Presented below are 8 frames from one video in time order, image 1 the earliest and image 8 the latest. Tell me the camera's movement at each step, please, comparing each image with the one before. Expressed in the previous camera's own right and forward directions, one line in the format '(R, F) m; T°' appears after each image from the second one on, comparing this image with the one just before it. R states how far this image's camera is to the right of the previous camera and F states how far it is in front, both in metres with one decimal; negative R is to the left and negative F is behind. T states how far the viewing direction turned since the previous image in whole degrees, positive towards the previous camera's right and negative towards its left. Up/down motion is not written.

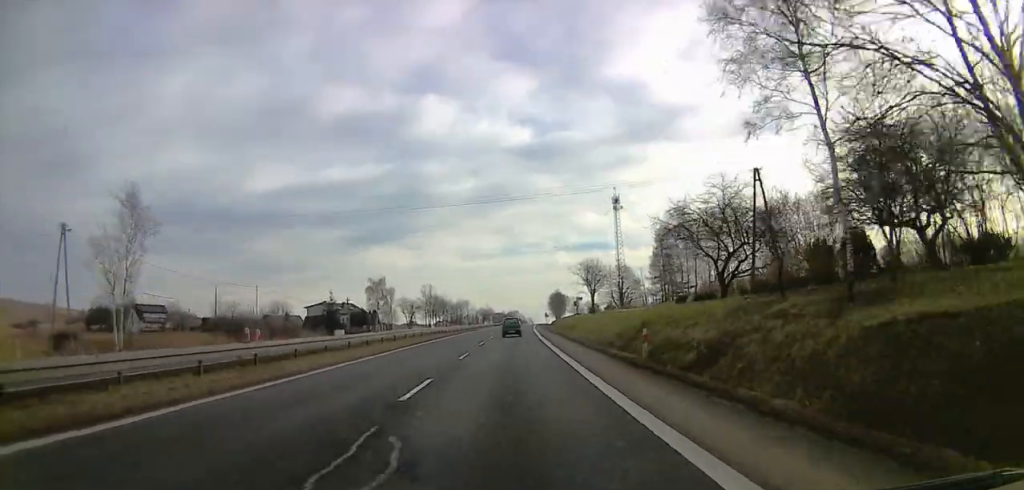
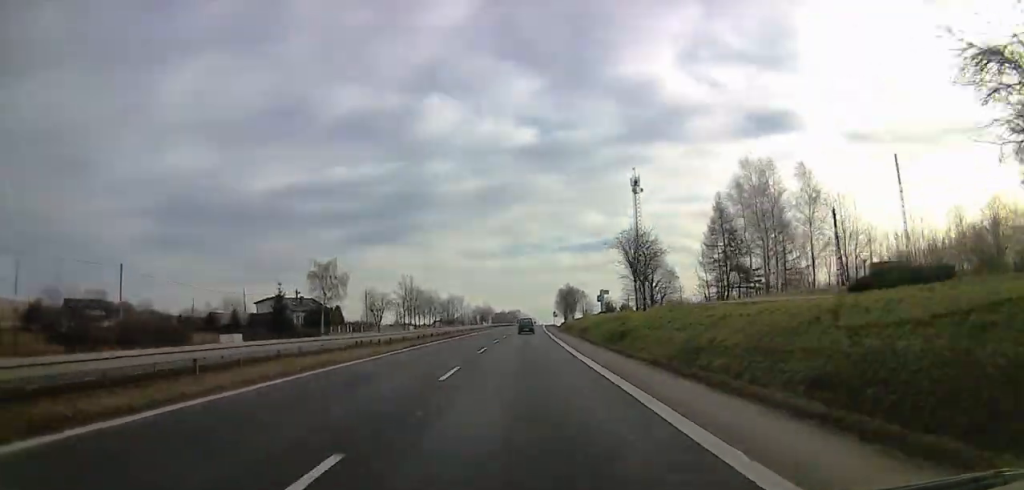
(-0.4, +29.9) m; 0°
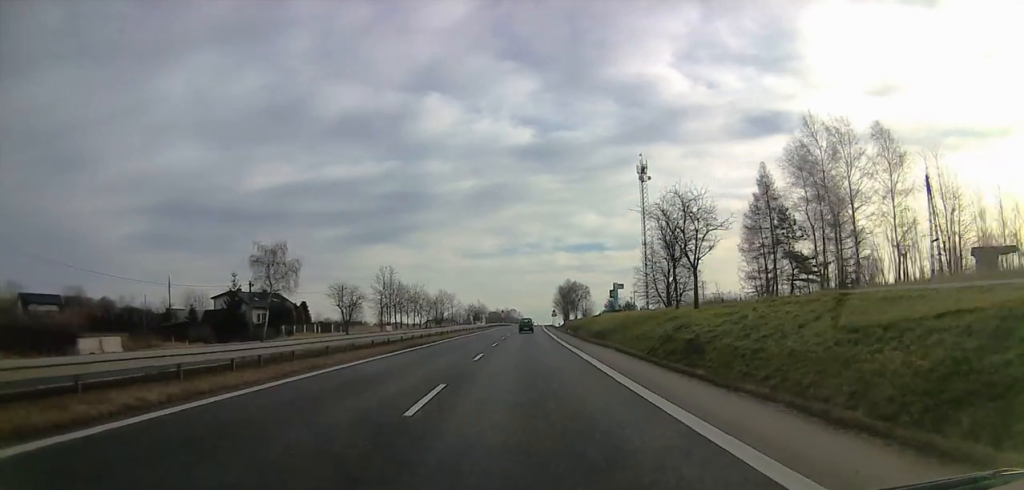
(+0.2, +14.5) m; +2°
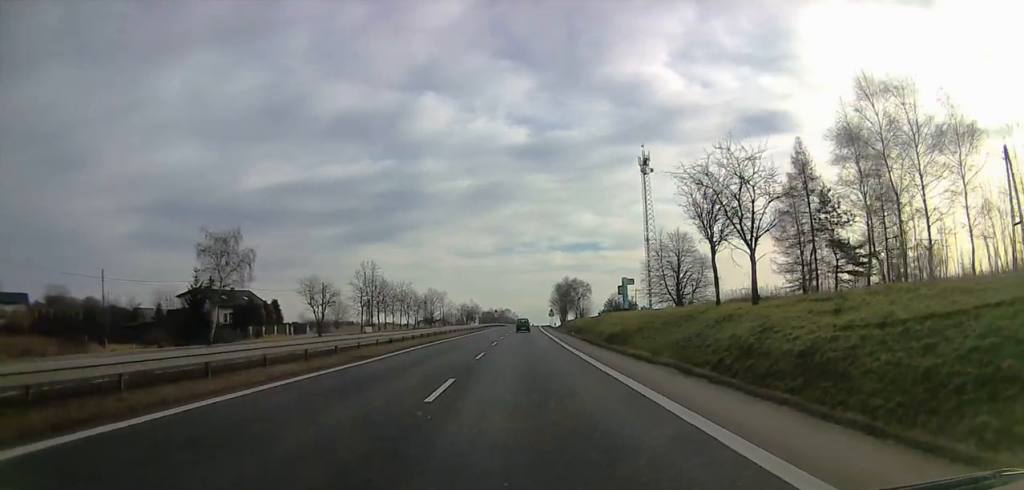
(+0.2, +8.7) m; +1°
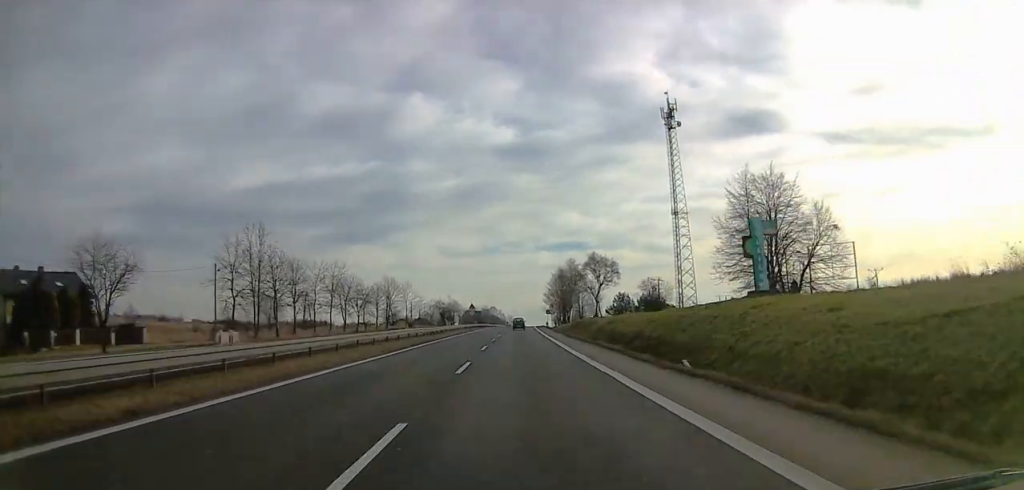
(+0.3, +37.9) m; 0°
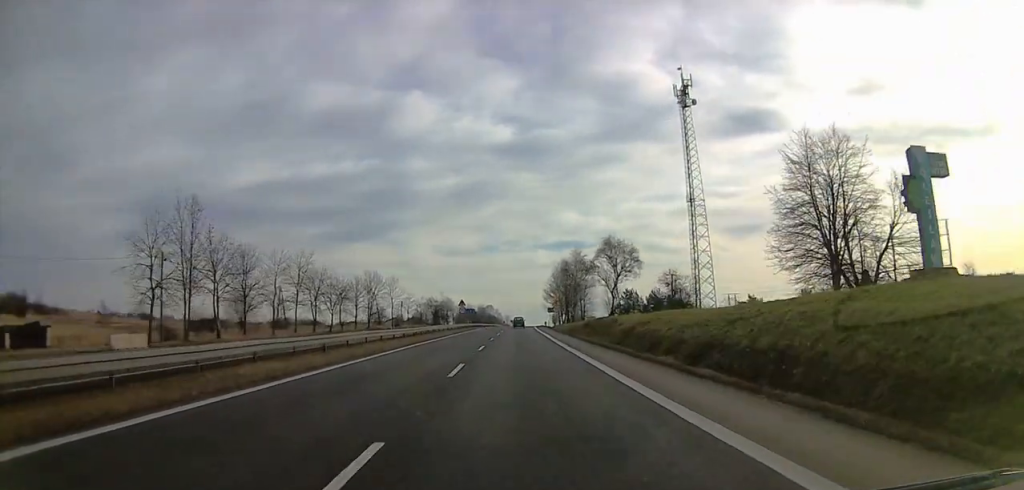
(0.0, +13.5) m; 0°
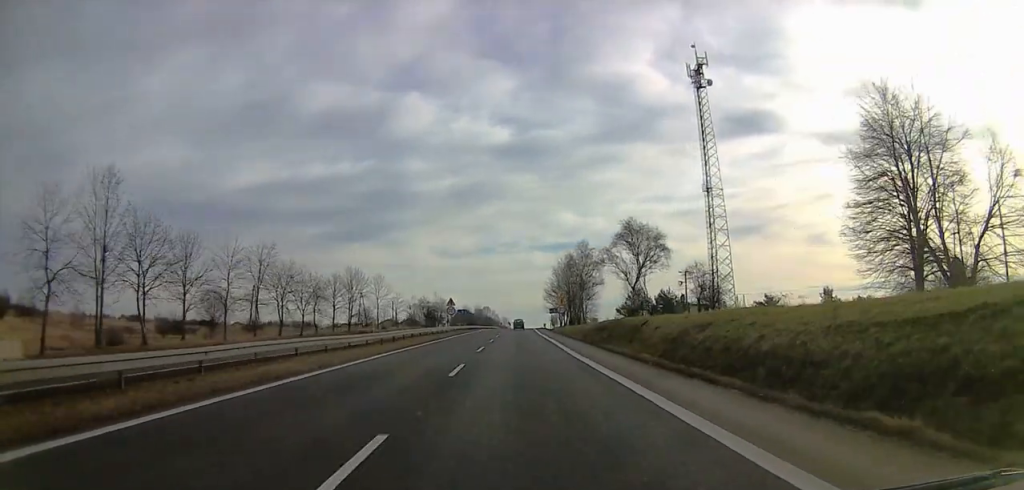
(0.0, +11.8) m; 0°
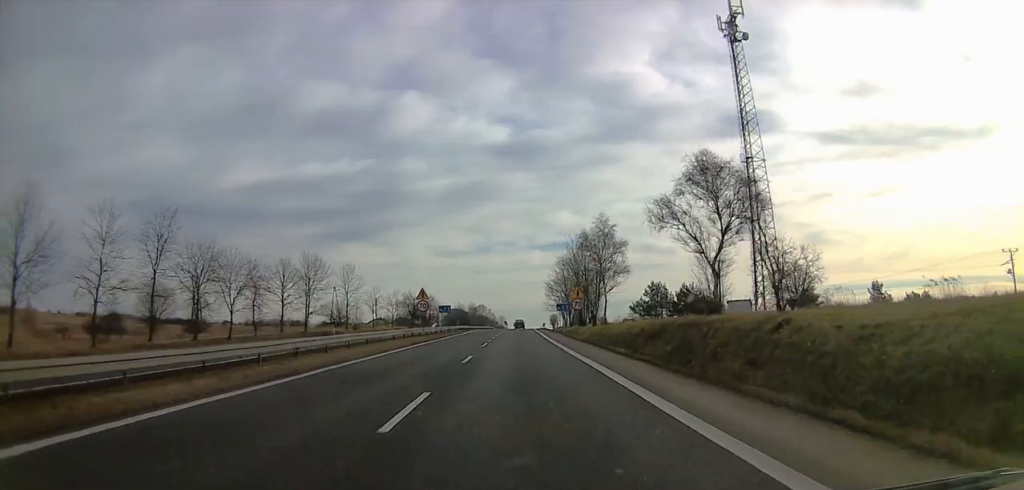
(0.0, +21.0) m; 0°
